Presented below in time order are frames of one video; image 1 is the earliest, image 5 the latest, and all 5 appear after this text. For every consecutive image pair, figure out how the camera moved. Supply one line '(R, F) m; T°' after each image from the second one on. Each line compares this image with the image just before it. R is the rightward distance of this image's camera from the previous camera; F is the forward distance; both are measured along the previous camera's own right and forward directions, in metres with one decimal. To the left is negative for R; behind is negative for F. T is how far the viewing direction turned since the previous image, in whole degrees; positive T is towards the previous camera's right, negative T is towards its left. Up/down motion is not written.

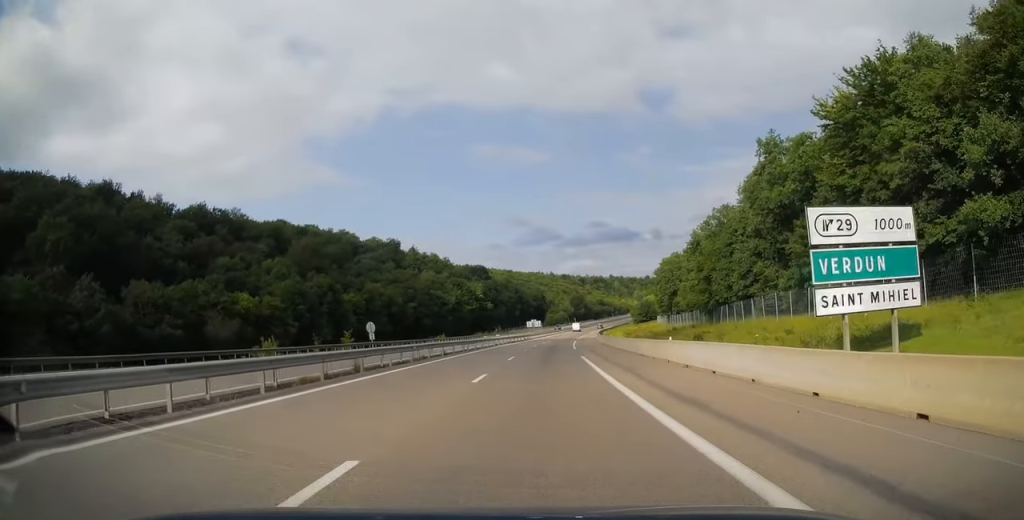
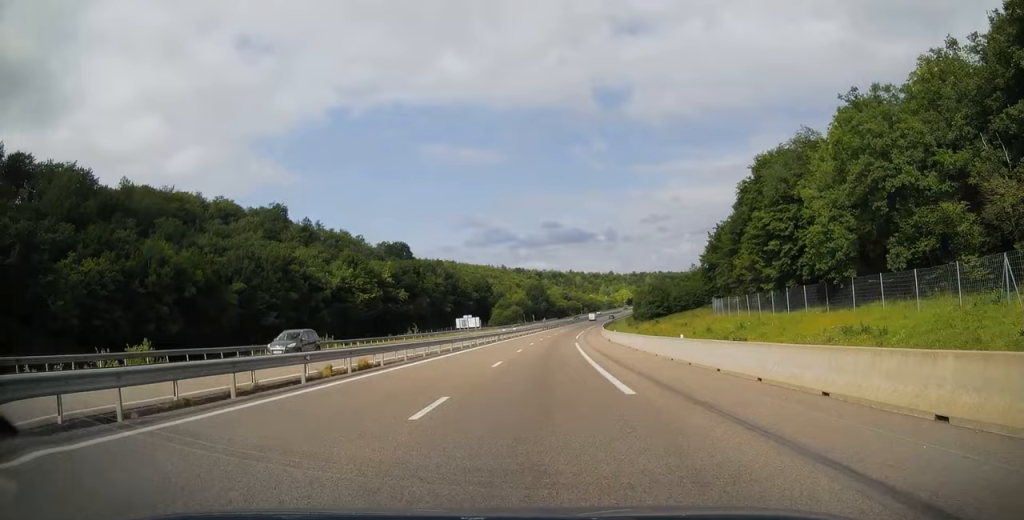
(+3.0, +84.9) m; +4°
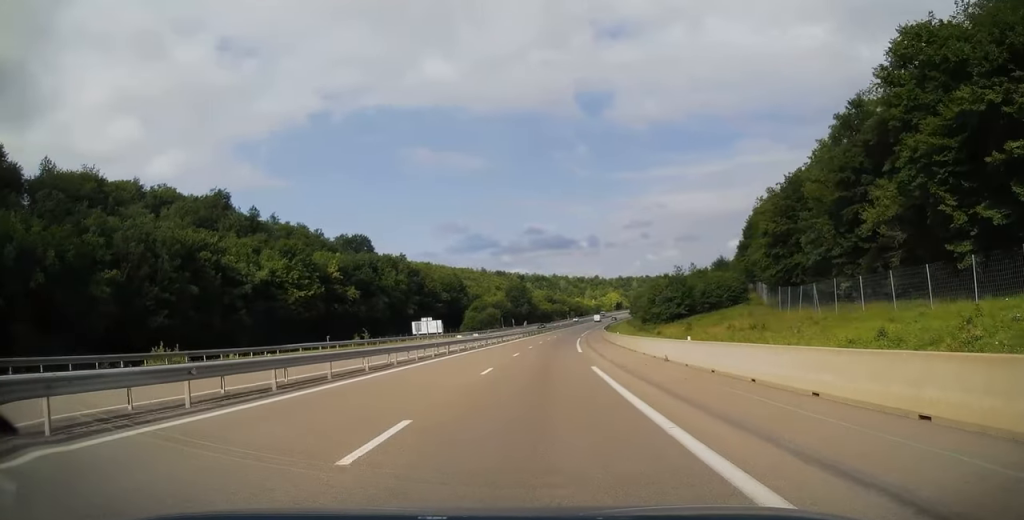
(+0.4, +29.3) m; +2°
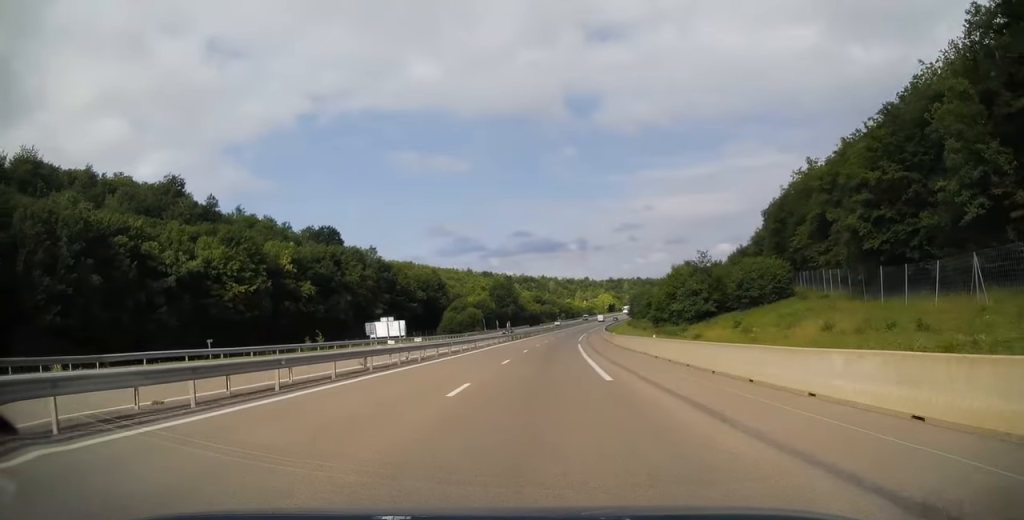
(+0.2, +19.5) m; +1°
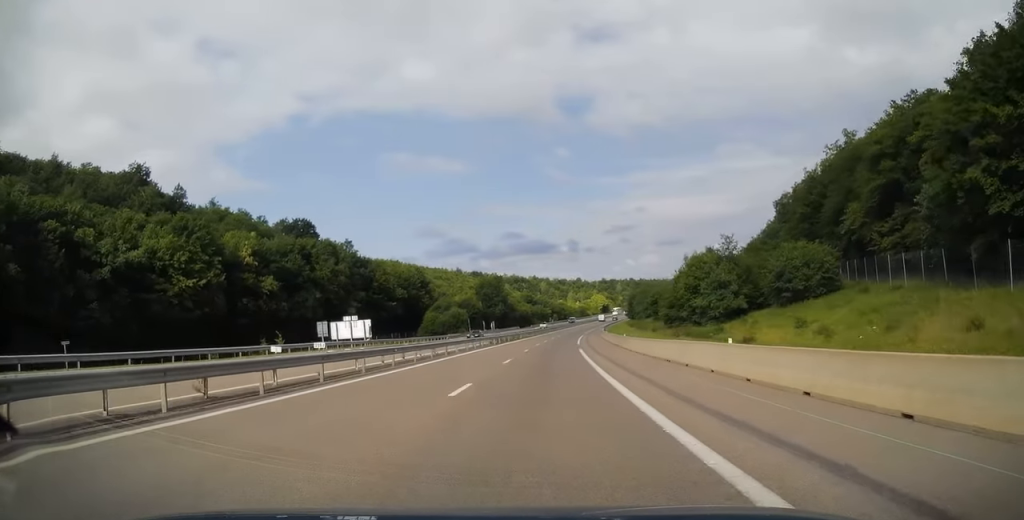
(0.0, +12.9) m; +1°
